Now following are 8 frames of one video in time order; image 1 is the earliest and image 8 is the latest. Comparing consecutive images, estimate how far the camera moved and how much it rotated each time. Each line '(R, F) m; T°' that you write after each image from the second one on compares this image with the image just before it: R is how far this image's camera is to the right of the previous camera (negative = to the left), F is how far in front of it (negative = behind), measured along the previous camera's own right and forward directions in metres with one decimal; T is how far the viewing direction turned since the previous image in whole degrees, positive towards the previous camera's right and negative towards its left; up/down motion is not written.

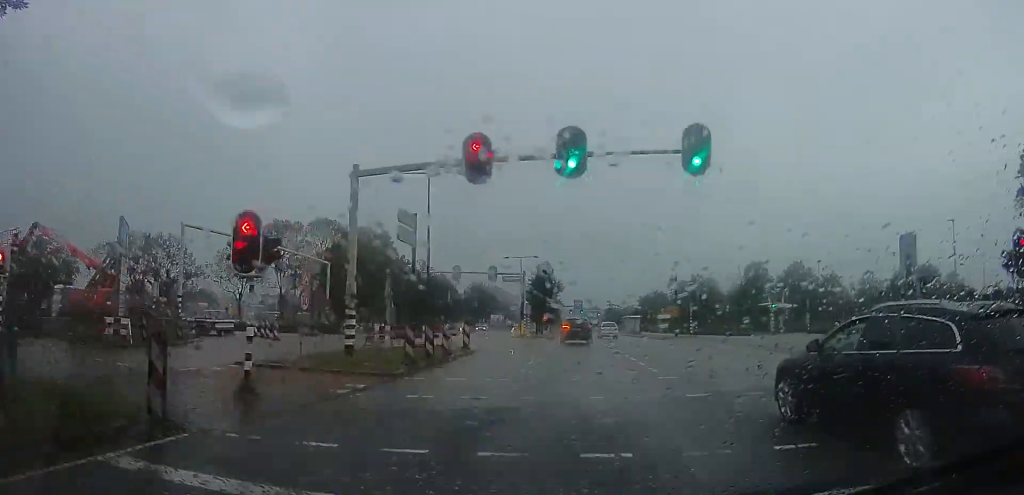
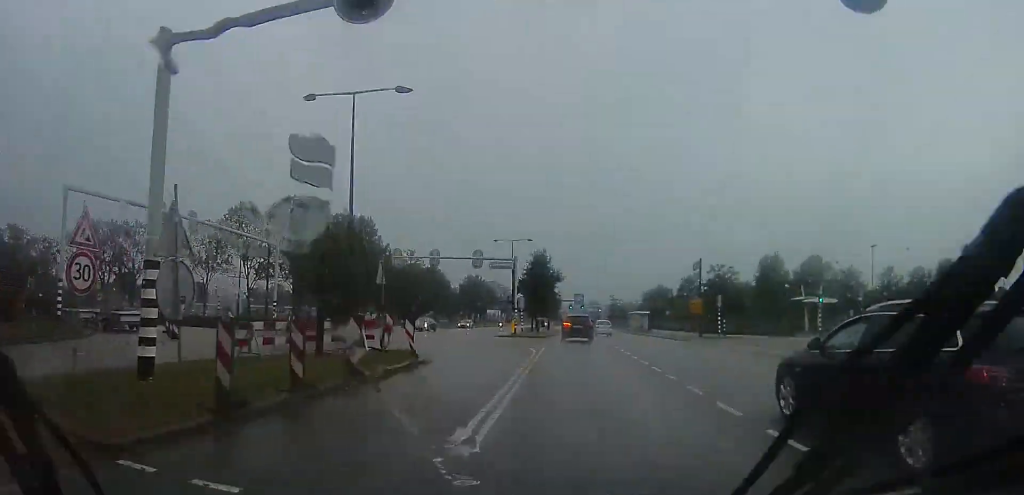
(+0.5, +8.8) m; 0°
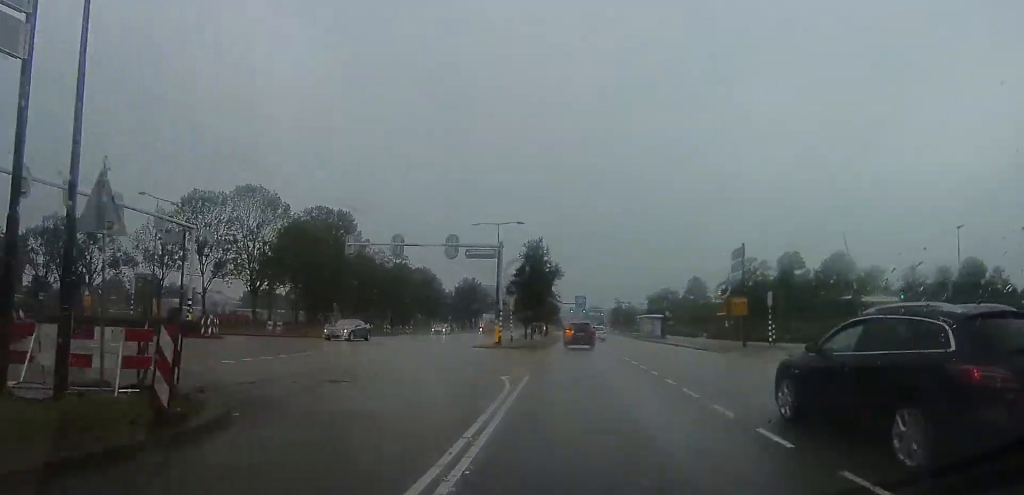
(+0.2, +9.7) m; 0°
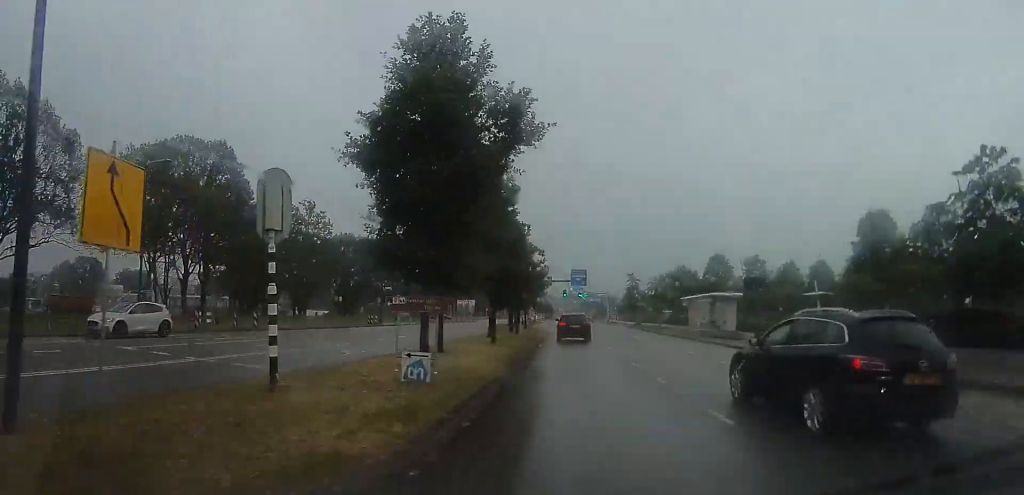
(+0.5, +31.2) m; +2°
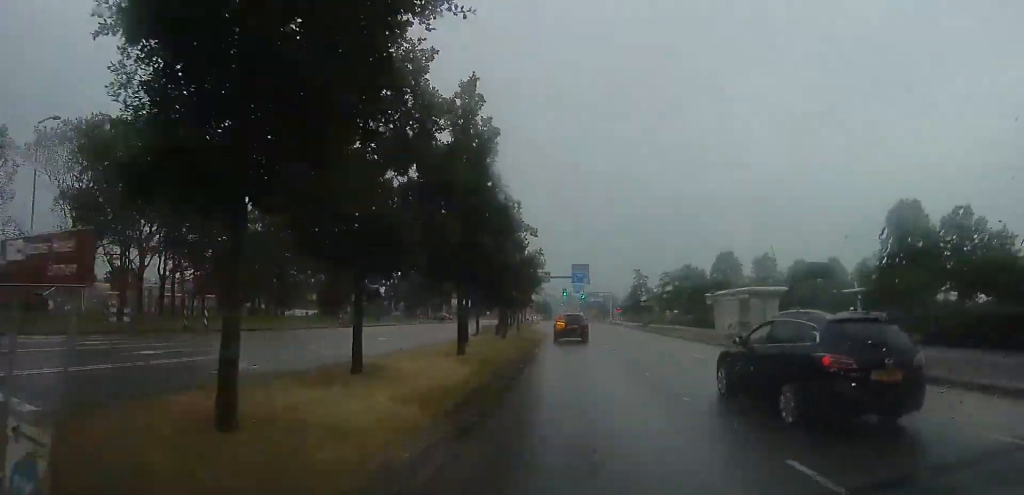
(+0.2, +7.0) m; -2°
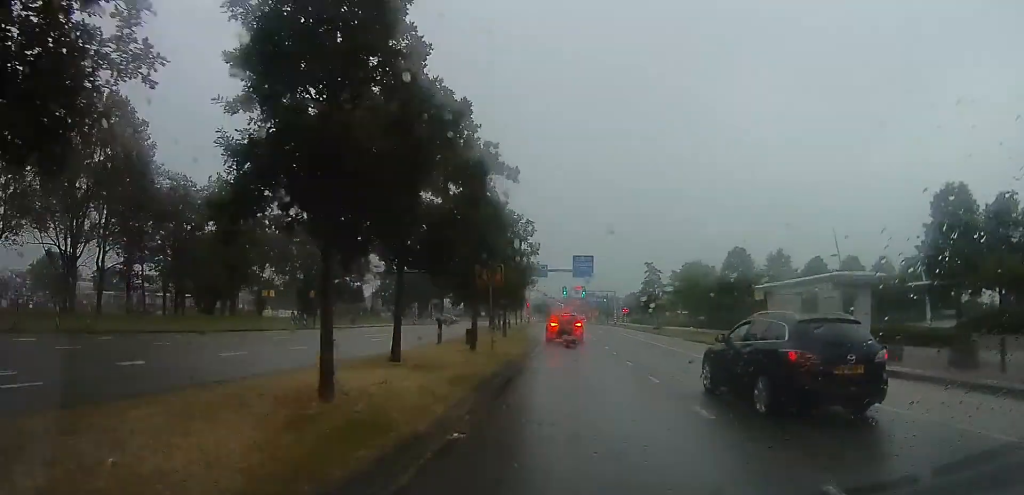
(-0.5, +8.7) m; 0°
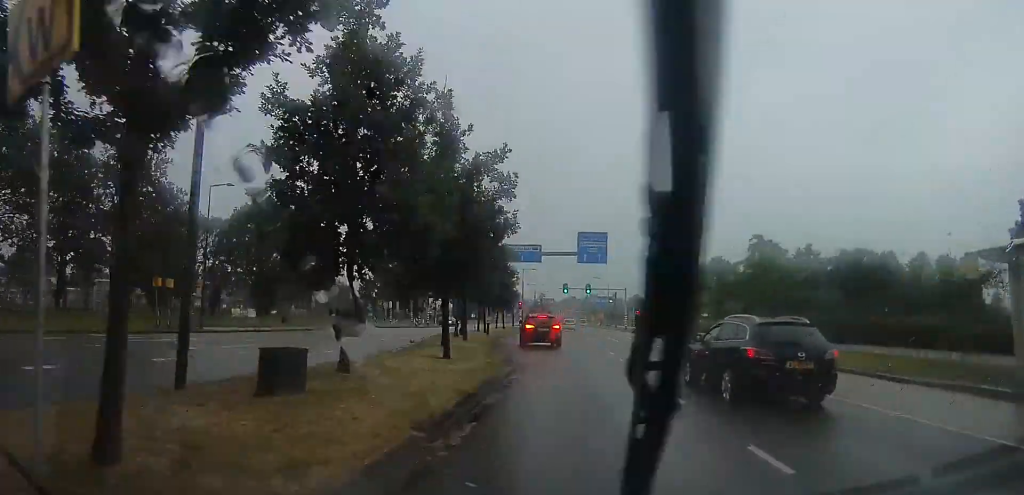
(+0.2, +14.4) m; +2°
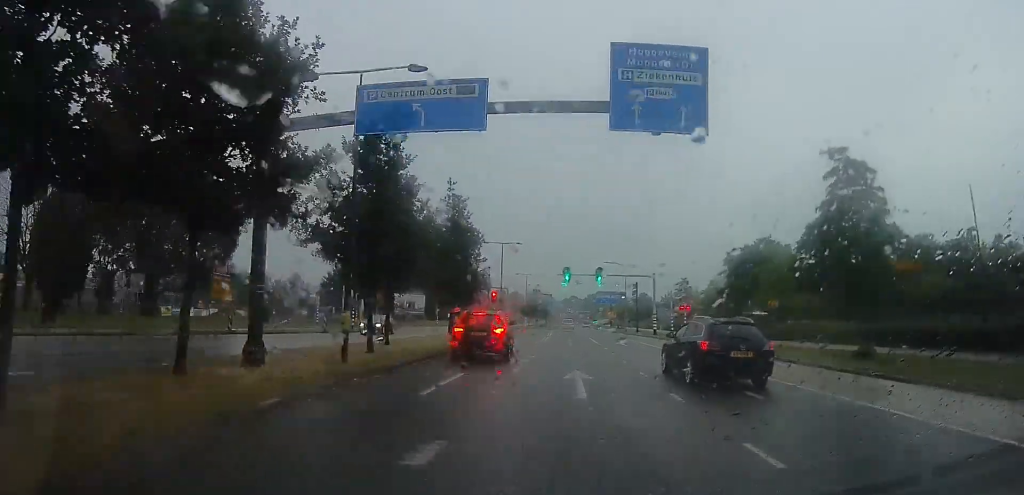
(+0.6, +23.8) m; +1°
